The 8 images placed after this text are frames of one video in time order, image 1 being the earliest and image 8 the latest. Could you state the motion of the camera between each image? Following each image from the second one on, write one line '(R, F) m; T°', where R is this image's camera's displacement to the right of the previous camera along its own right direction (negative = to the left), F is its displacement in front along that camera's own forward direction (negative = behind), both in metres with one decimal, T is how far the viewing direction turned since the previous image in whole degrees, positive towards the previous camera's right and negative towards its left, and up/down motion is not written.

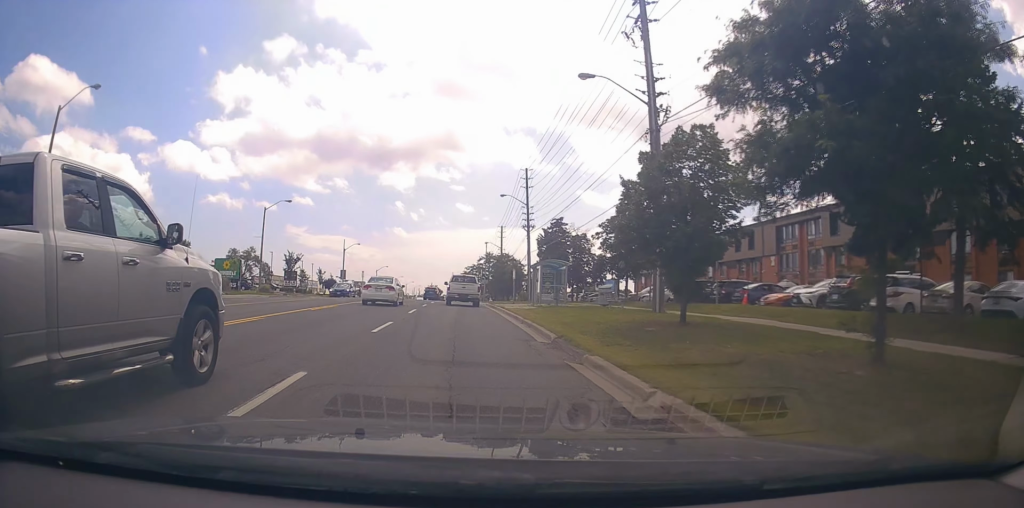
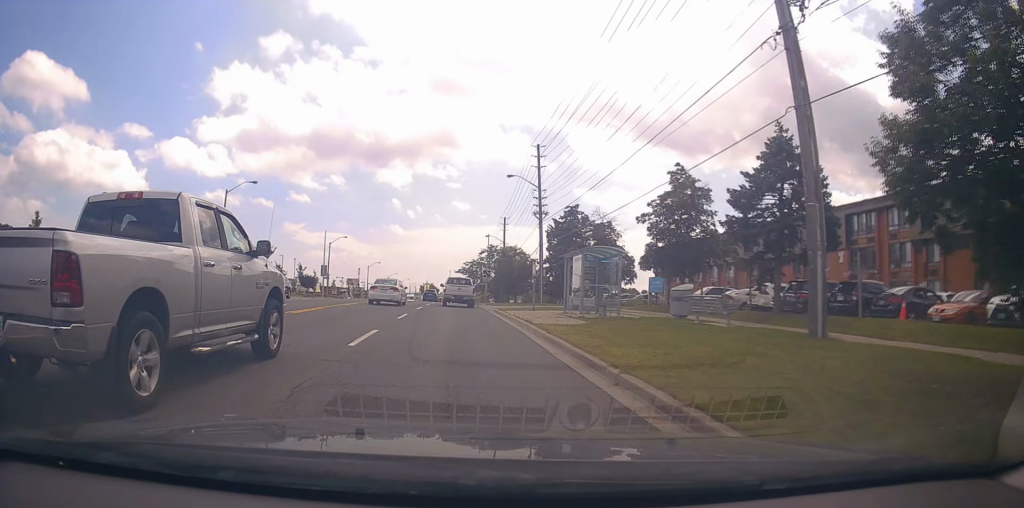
(-0.1, +10.3) m; -2°
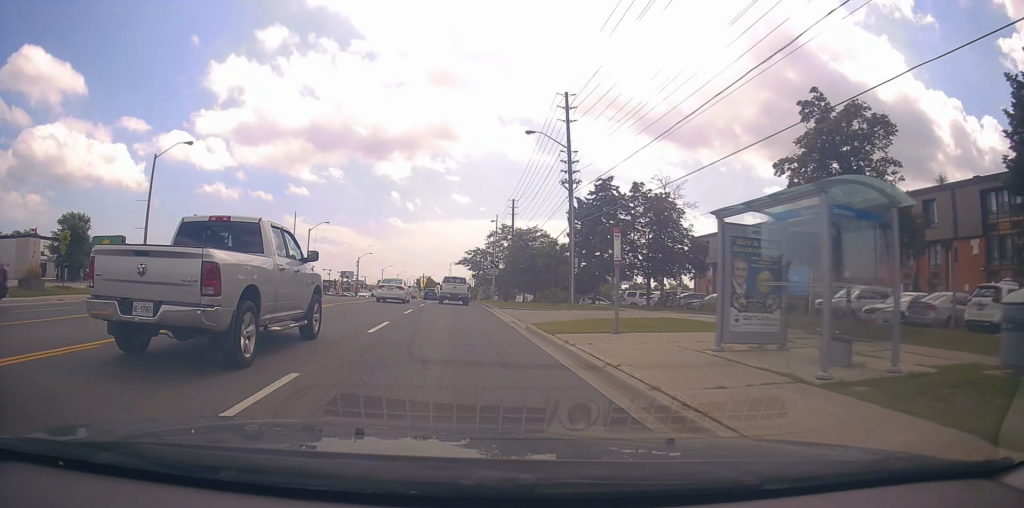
(-0.2, +14.4) m; 0°
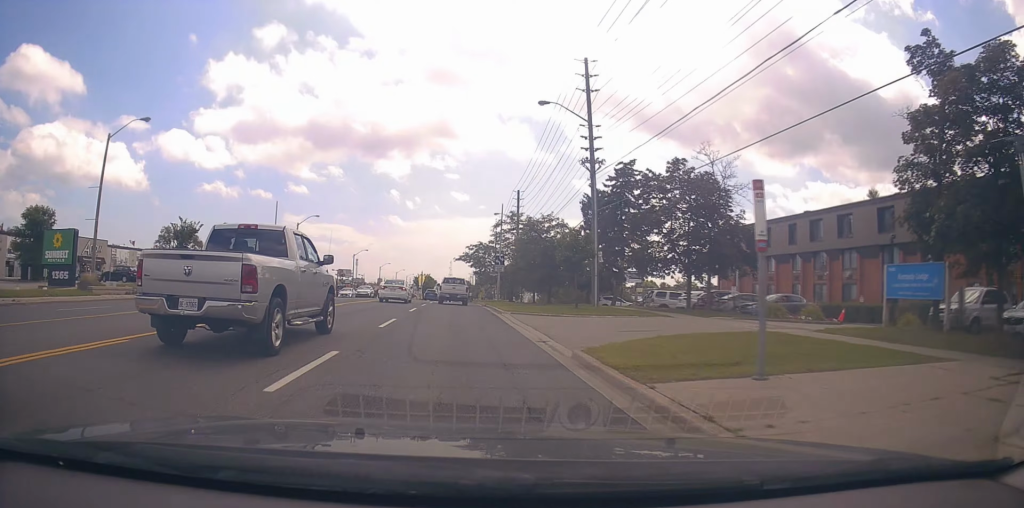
(+0.1, +6.8) m; +1°
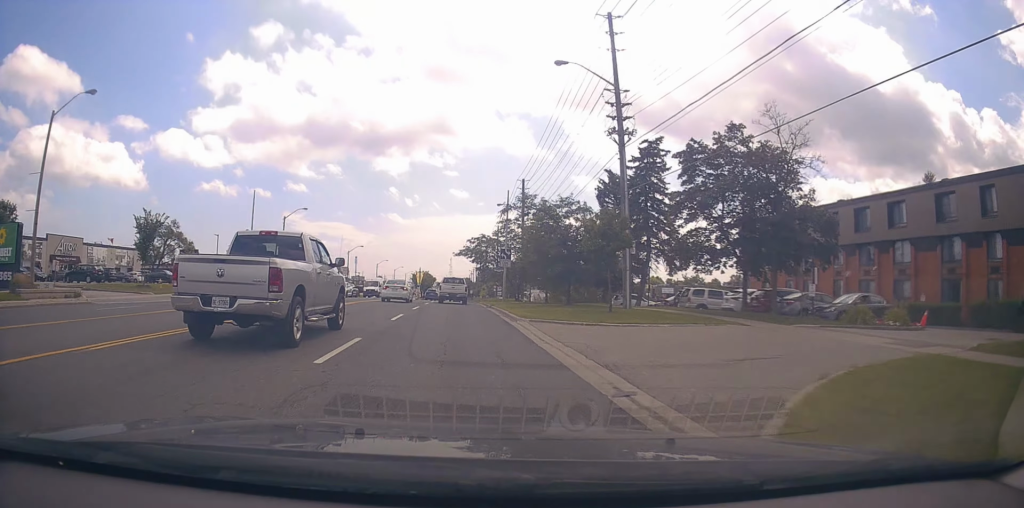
(0.0, +6.4) m; +1°
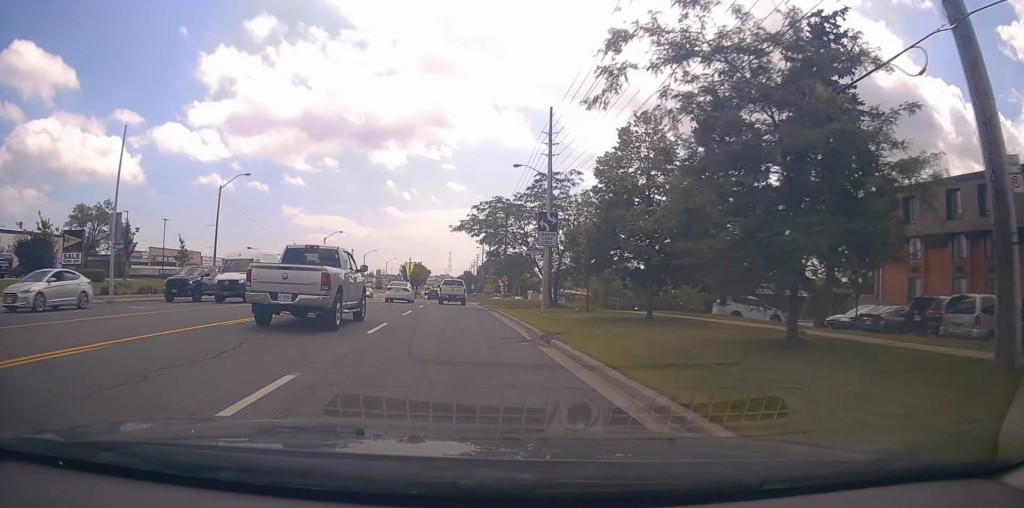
(+0.1, +21.3) m; +1°
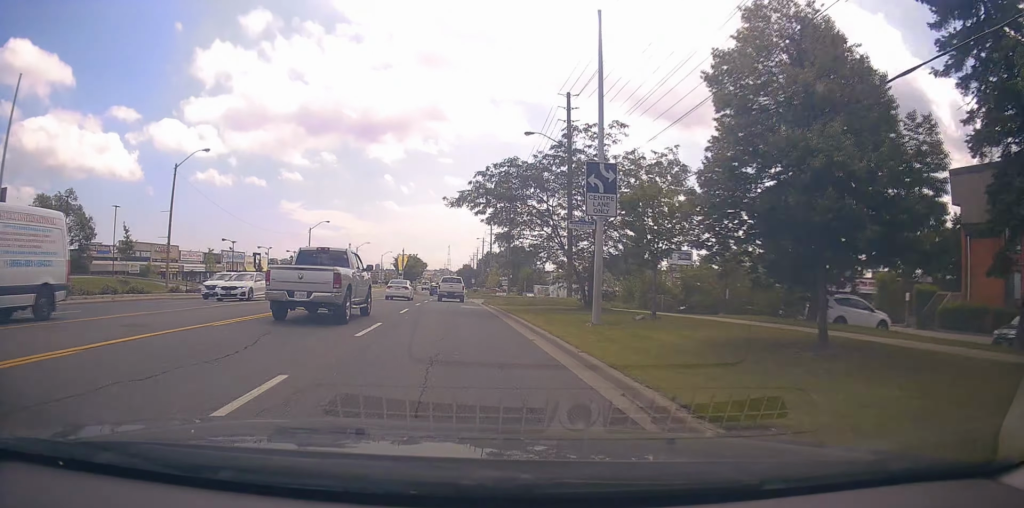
(+0.1, +9.2) m; 0°
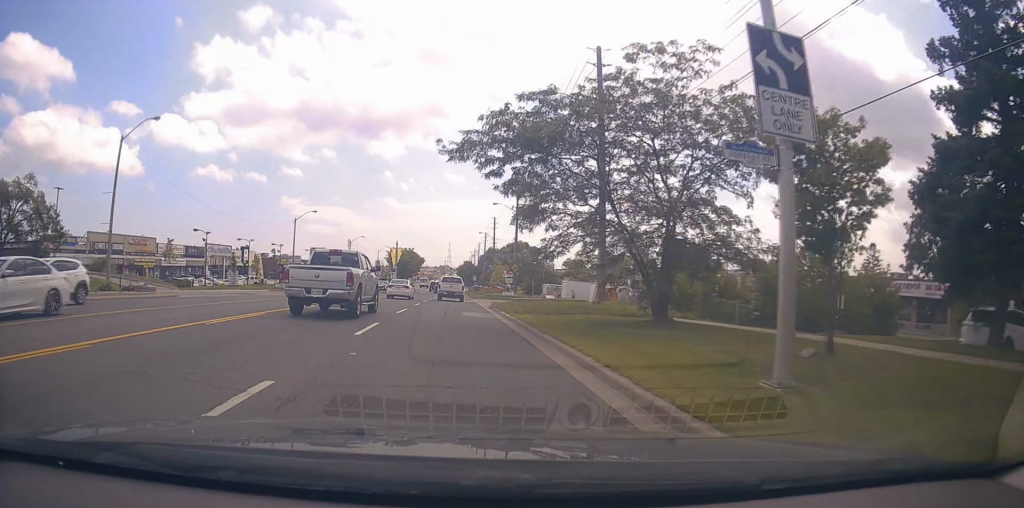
(+0.1, +8.9) m; 0°
